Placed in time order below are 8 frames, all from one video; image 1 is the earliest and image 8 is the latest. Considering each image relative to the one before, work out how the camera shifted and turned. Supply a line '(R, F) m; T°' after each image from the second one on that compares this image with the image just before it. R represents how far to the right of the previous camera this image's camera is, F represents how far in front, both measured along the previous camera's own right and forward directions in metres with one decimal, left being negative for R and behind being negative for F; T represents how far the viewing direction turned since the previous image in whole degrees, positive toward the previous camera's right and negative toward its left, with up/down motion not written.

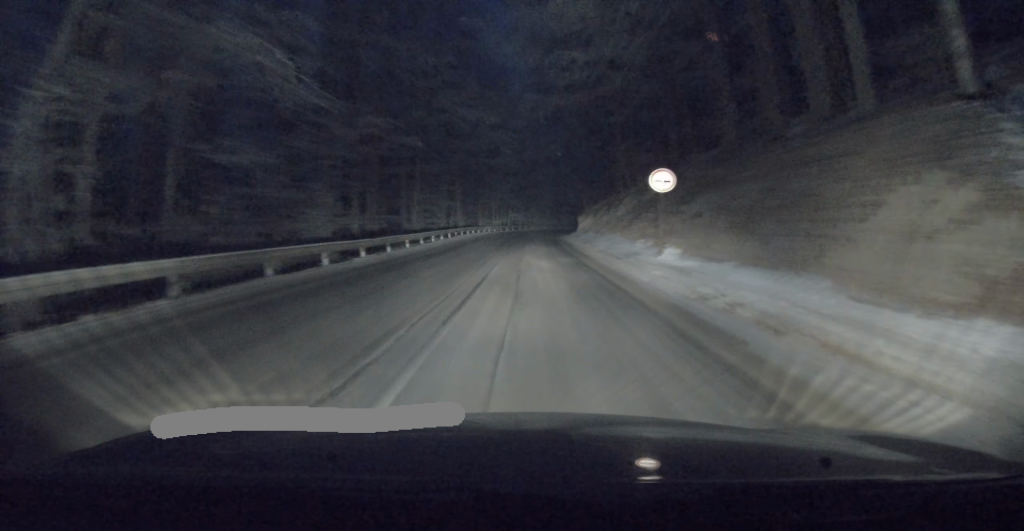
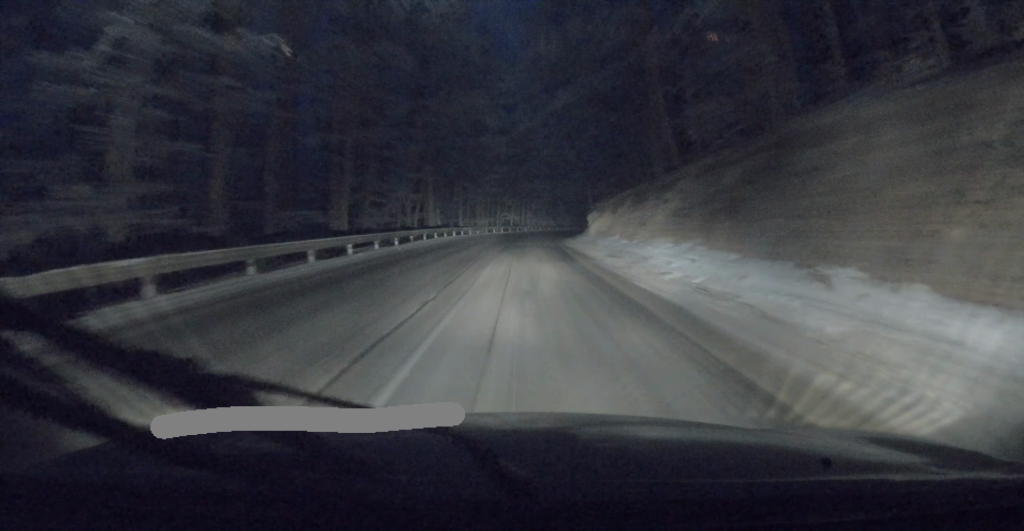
(0.0, +15.4) m; 0°
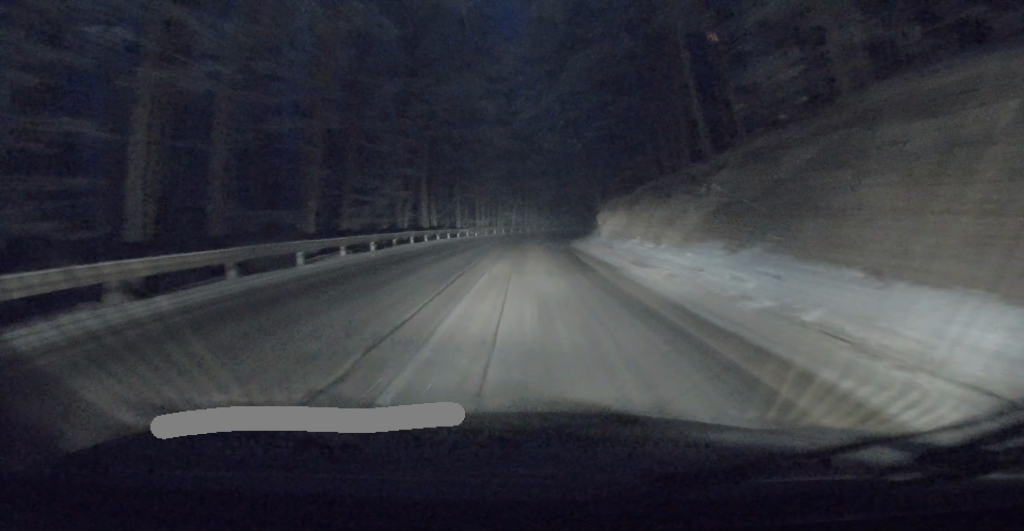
(0.0, +4.7) m; 0°
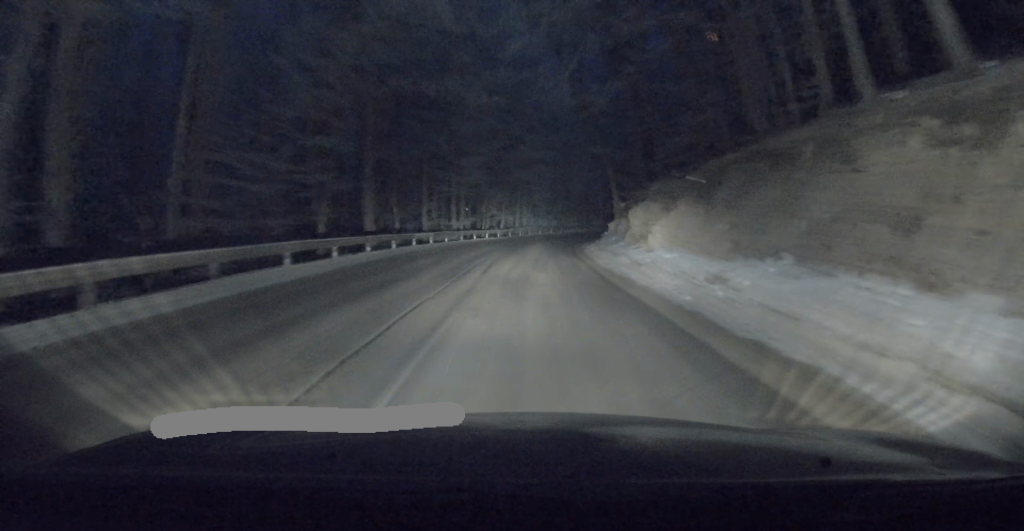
(+0.2, +15.4) m; +2°
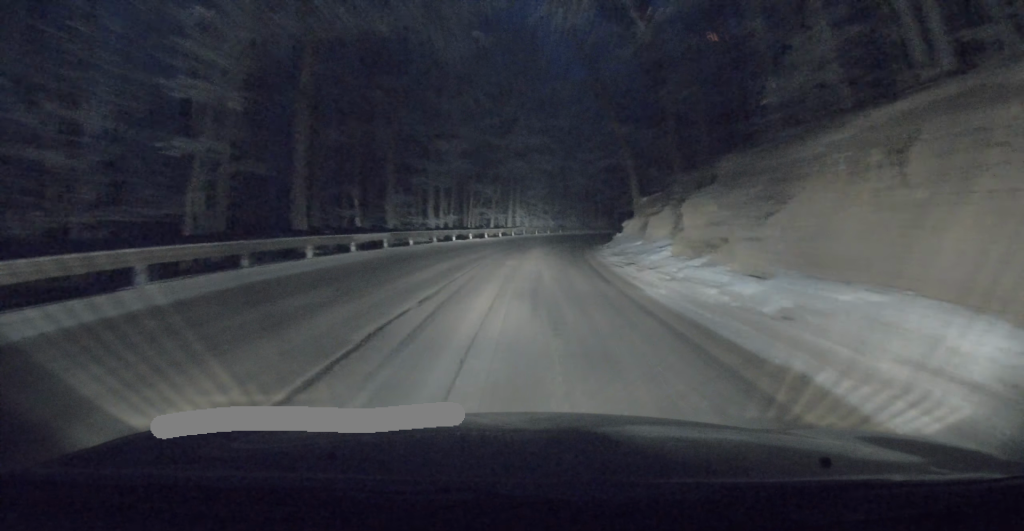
(+0.1, +9.9) m; +1°
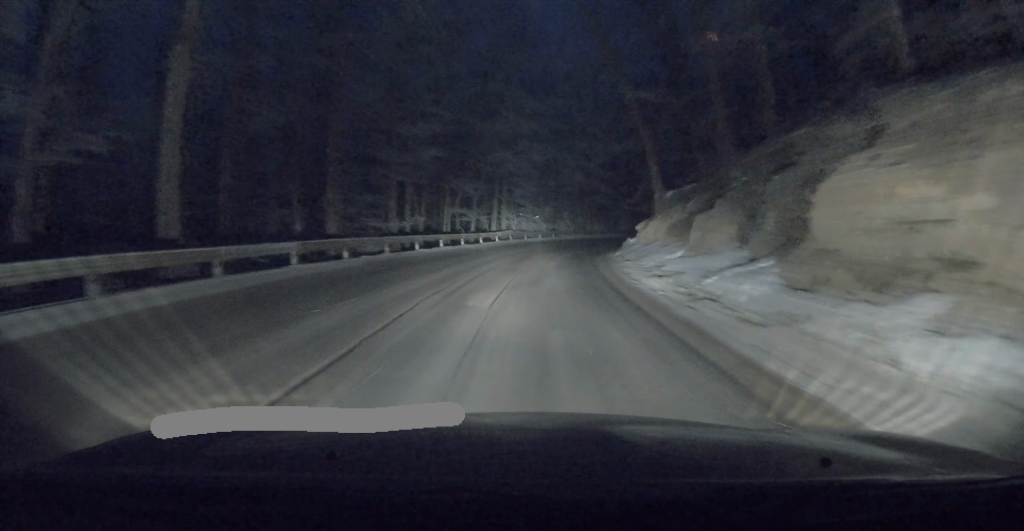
(0.0, +8.9) m; +1°
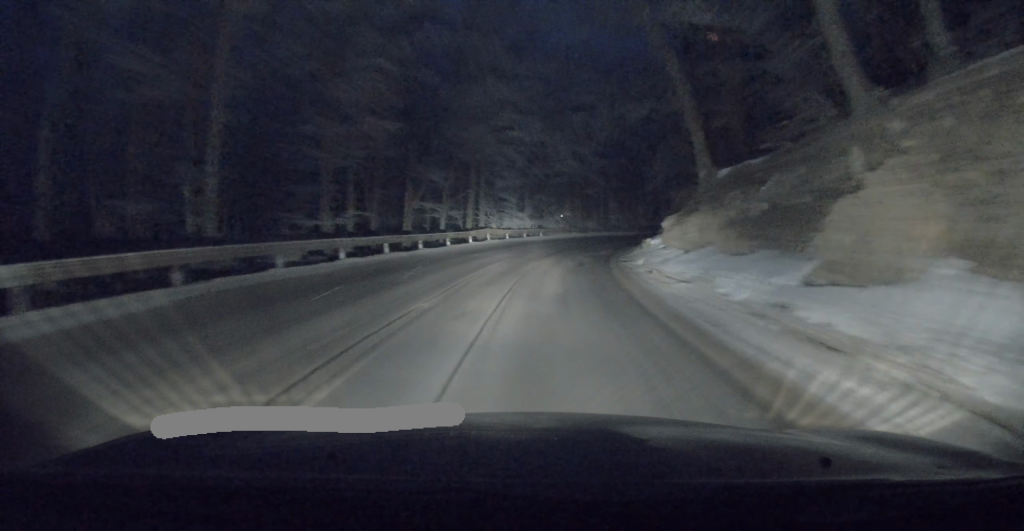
(+0.2, +9.5) m; +2°
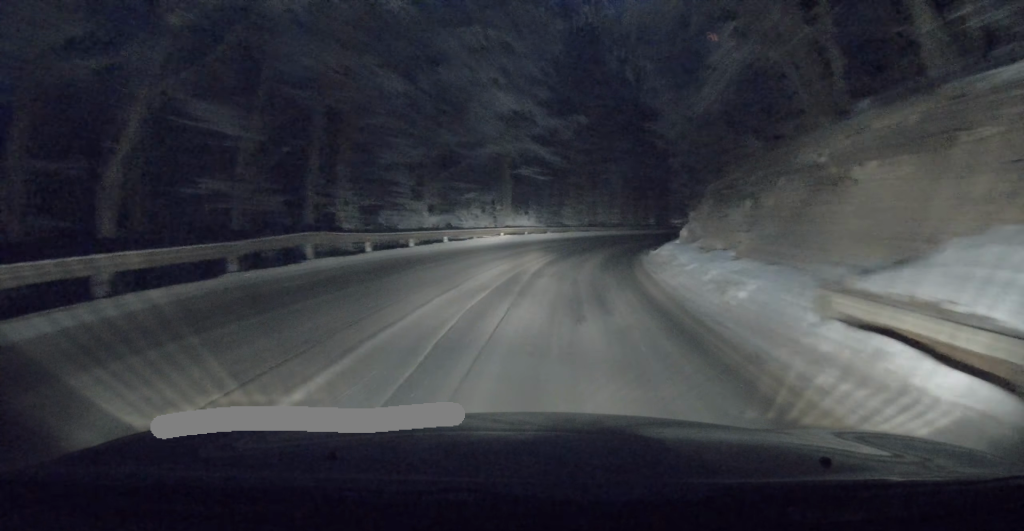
(+1.0, +22.0) m; +6°
